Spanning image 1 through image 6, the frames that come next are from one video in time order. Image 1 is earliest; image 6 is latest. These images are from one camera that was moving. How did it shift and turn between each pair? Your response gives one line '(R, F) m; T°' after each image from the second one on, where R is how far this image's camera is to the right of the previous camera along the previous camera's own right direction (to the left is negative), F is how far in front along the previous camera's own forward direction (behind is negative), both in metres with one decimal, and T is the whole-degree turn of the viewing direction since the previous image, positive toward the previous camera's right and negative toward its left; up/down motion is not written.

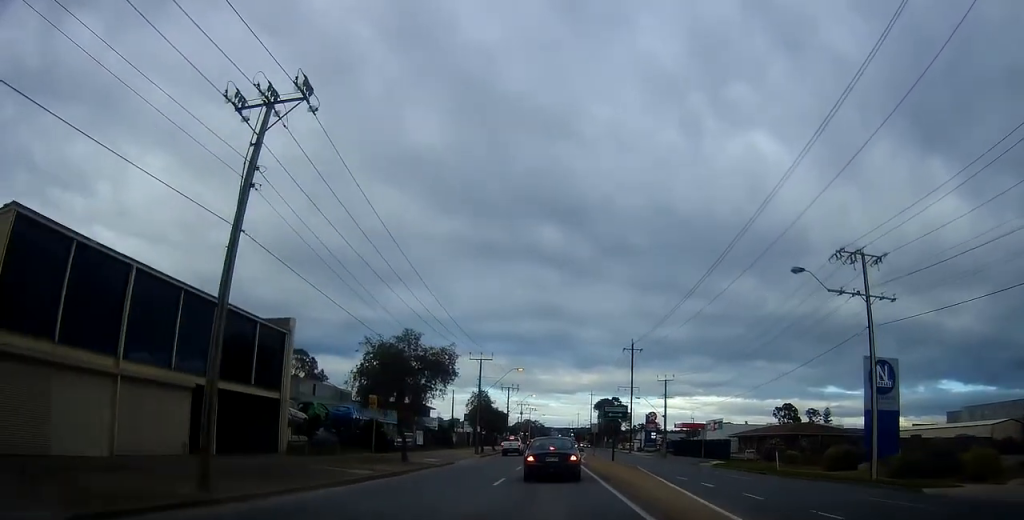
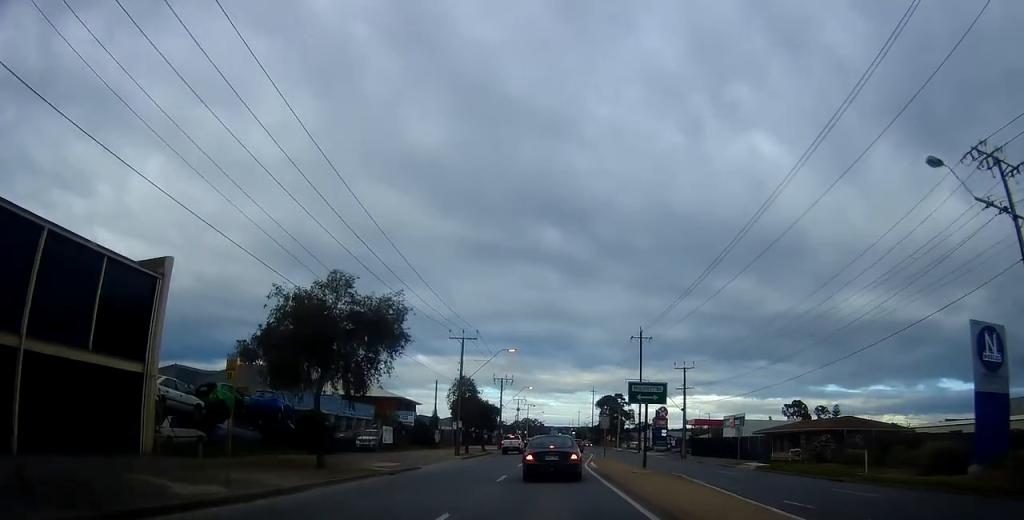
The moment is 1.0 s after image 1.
(-0.4, +10.7) m; -2°
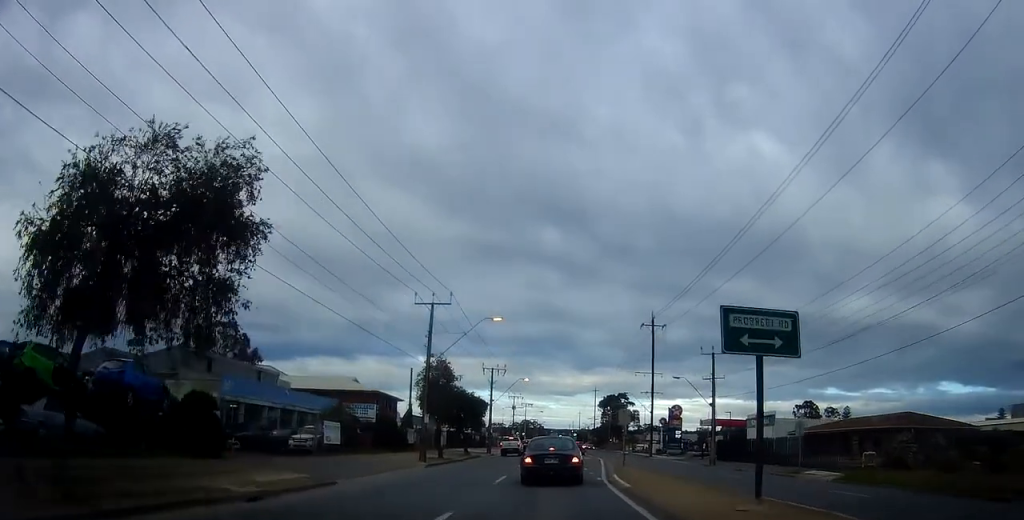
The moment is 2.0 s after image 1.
(-0.1, +11.5) m; +2°
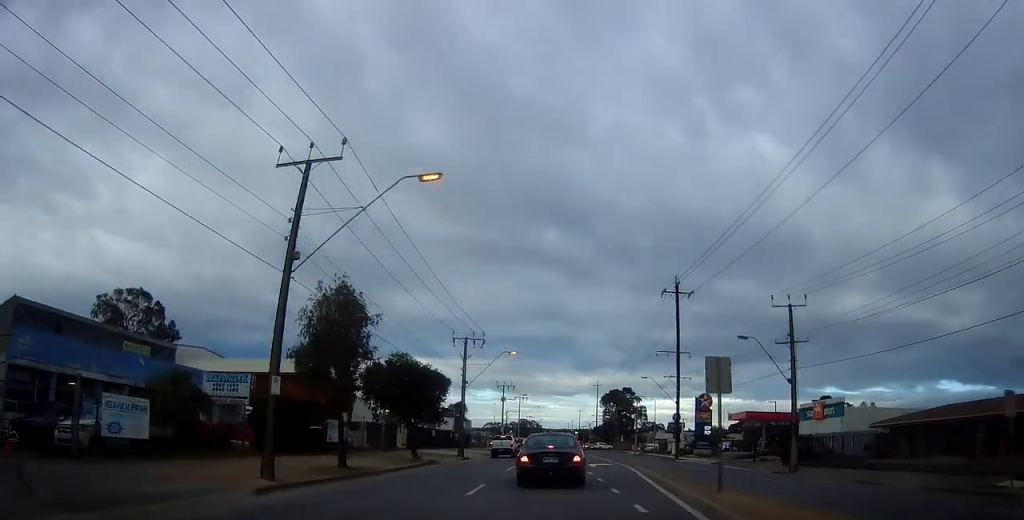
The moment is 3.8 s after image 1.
(+0.1, +17.8) m; 0°
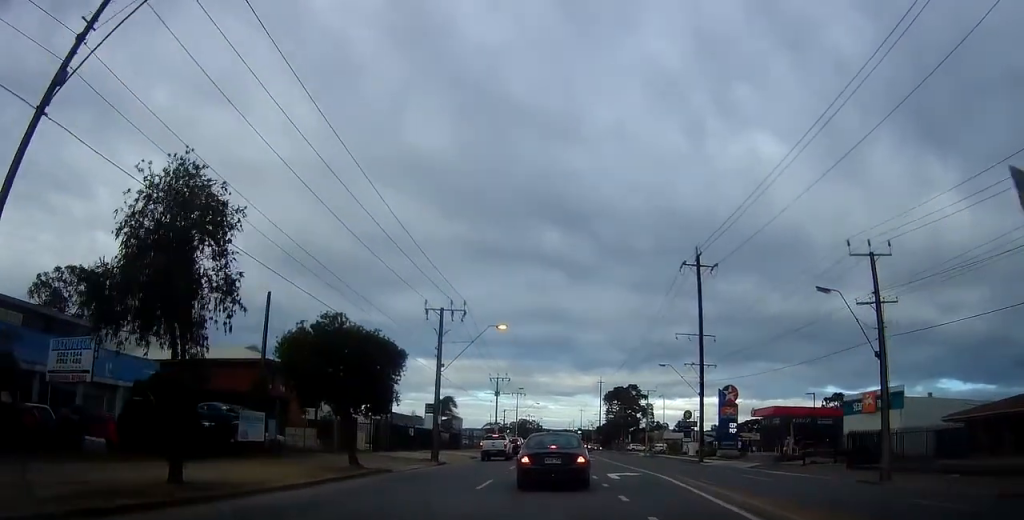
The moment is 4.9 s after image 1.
(+0.2, +10.1) m; 0°
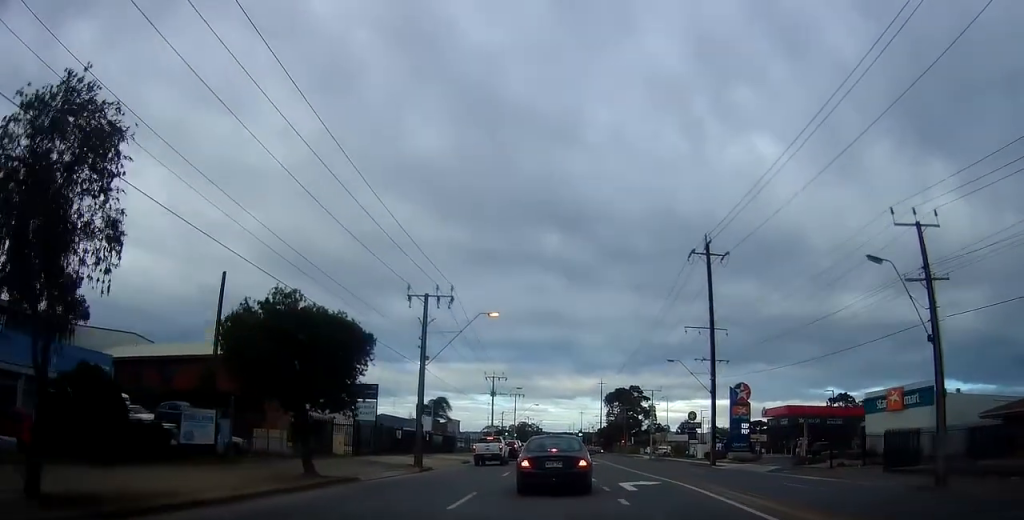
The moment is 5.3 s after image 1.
(+0.1, +4.2) m; 0°
